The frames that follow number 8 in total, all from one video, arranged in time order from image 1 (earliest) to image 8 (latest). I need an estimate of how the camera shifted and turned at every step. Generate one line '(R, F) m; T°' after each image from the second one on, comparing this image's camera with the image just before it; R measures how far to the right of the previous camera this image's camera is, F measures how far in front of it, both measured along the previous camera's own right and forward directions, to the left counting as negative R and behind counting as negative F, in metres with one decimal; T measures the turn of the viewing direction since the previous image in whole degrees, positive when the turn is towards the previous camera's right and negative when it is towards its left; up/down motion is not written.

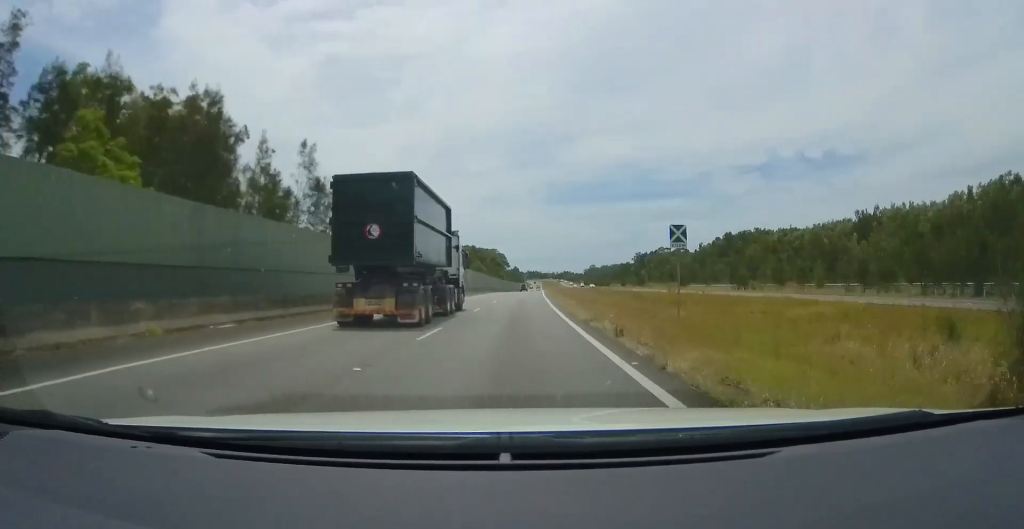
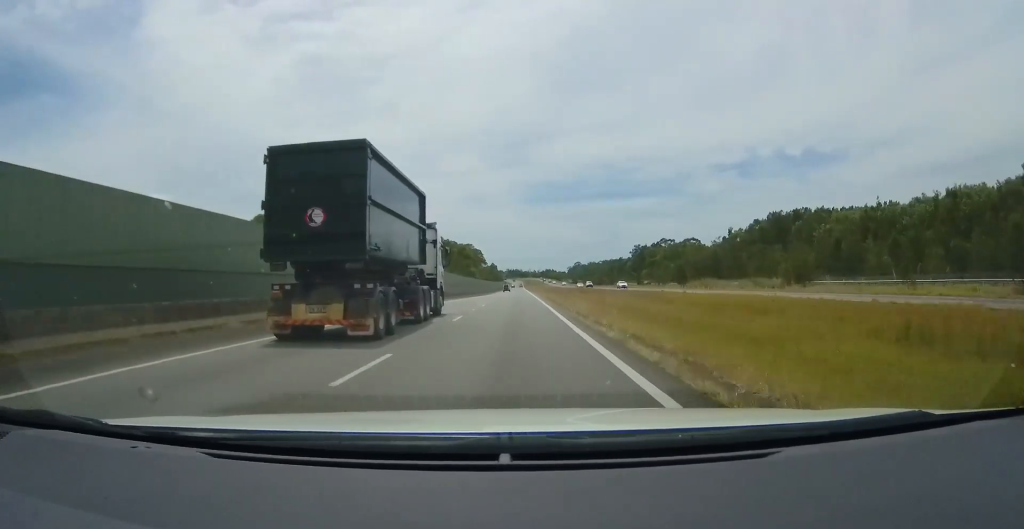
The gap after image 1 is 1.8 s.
(+1.0, +54.2) m; +2°
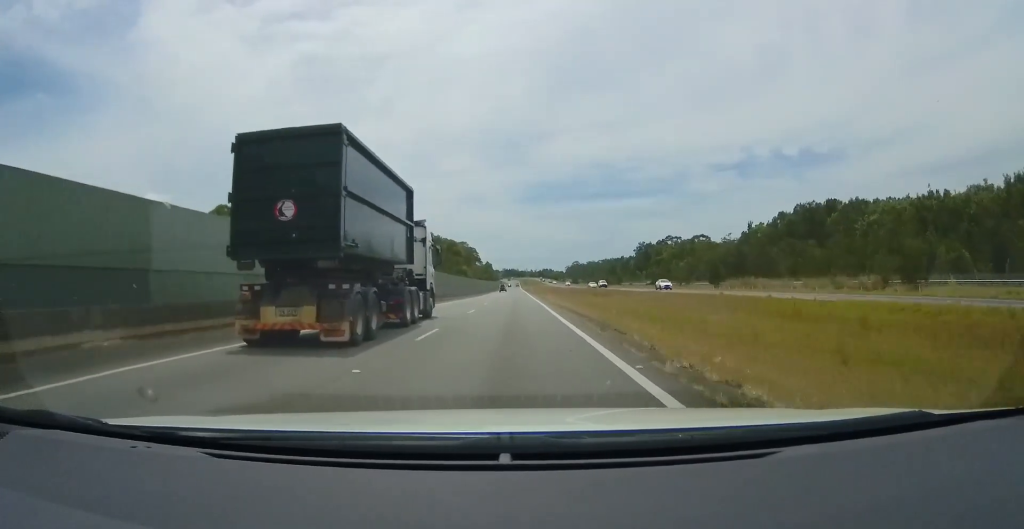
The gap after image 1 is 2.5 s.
(0.0, +18.8) m; 0°
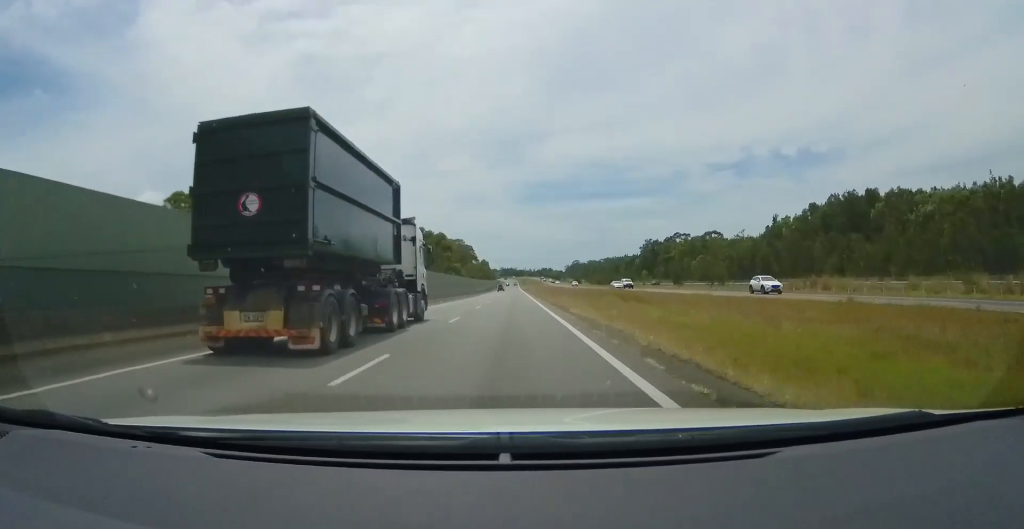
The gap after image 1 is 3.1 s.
(+0.1, +17.7) m; +1°
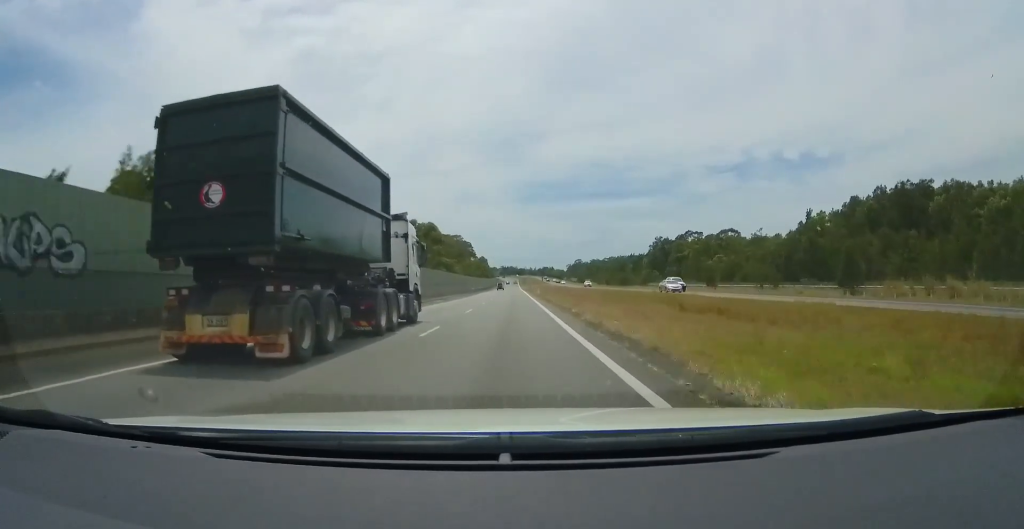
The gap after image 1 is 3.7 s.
(-0.1, +17.8) m; +1°
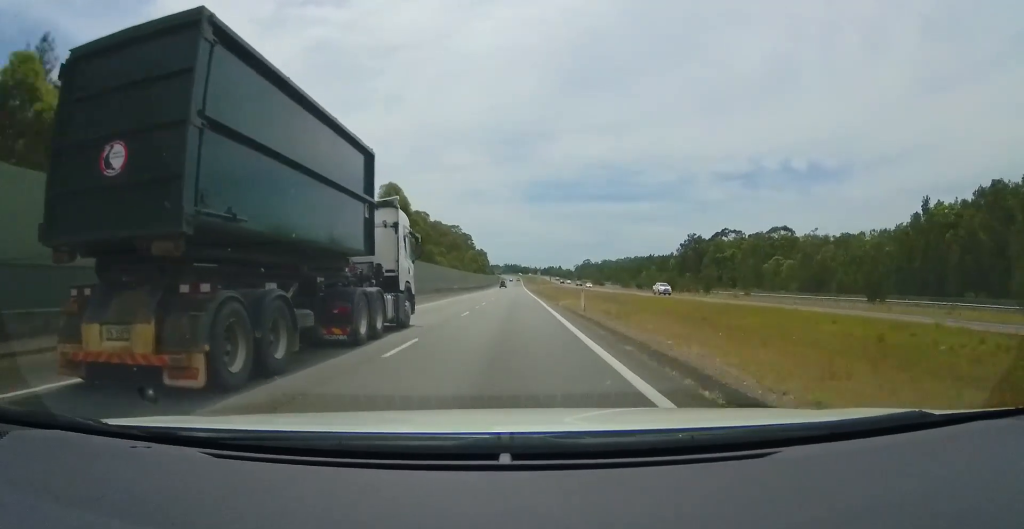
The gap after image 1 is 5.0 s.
(+0.3, +40.6) m; -2°
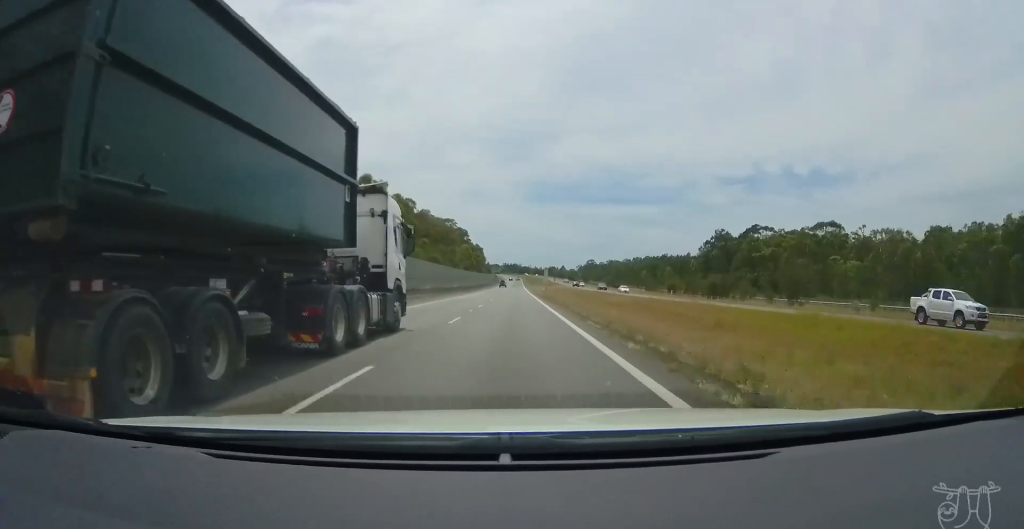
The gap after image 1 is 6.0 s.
(-0.8, +28.6) m; -1°
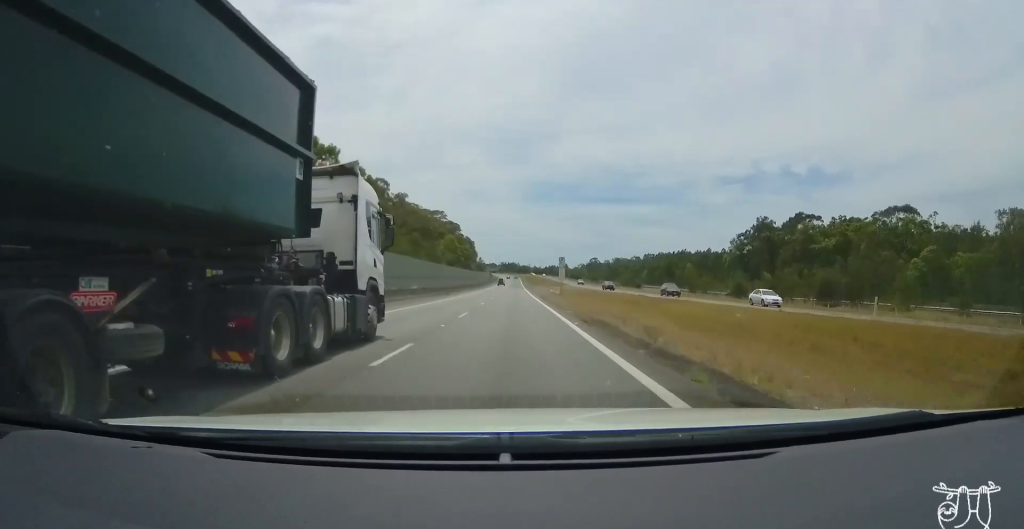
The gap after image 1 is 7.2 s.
(+0.5, +34.4) m; +1°
